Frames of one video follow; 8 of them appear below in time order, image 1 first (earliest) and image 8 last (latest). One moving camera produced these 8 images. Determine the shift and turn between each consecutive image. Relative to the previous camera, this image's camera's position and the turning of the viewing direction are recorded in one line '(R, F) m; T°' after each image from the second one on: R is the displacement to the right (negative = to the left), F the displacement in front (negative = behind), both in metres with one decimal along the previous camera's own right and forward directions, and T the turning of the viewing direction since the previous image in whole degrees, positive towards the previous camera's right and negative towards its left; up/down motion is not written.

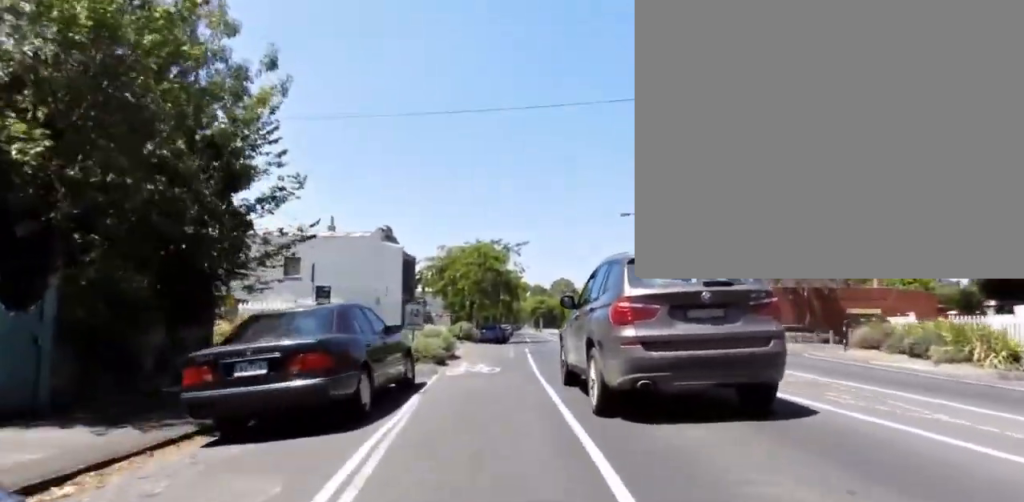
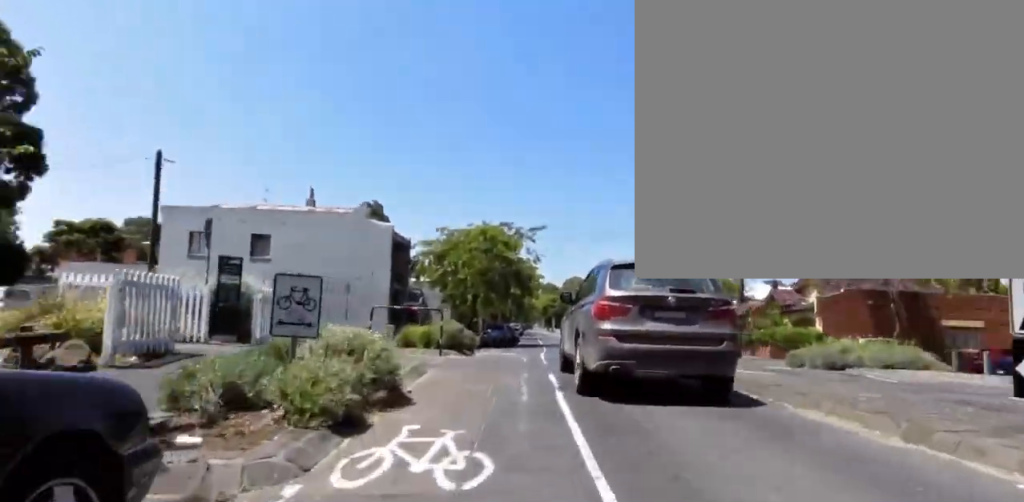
(-0.5, +8.0) m; -4°
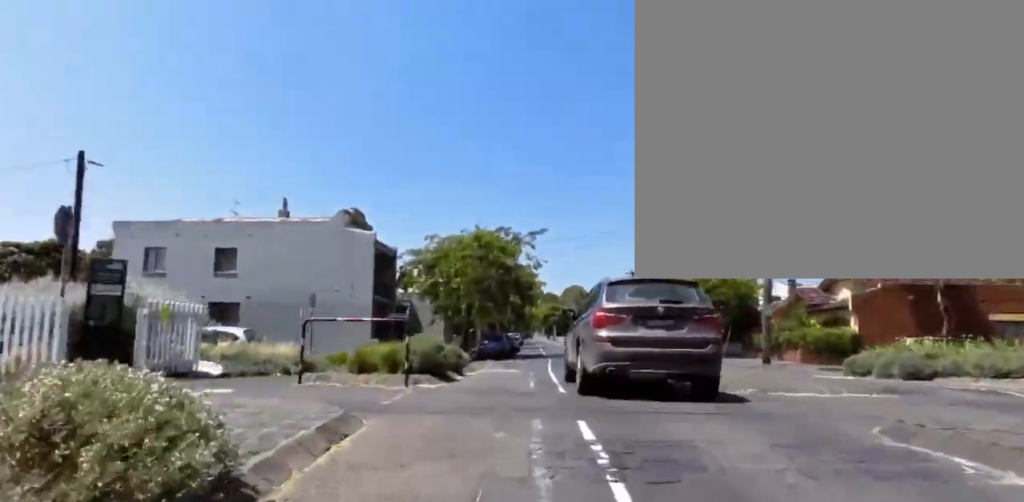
(0.0, +4.2) m; 0°
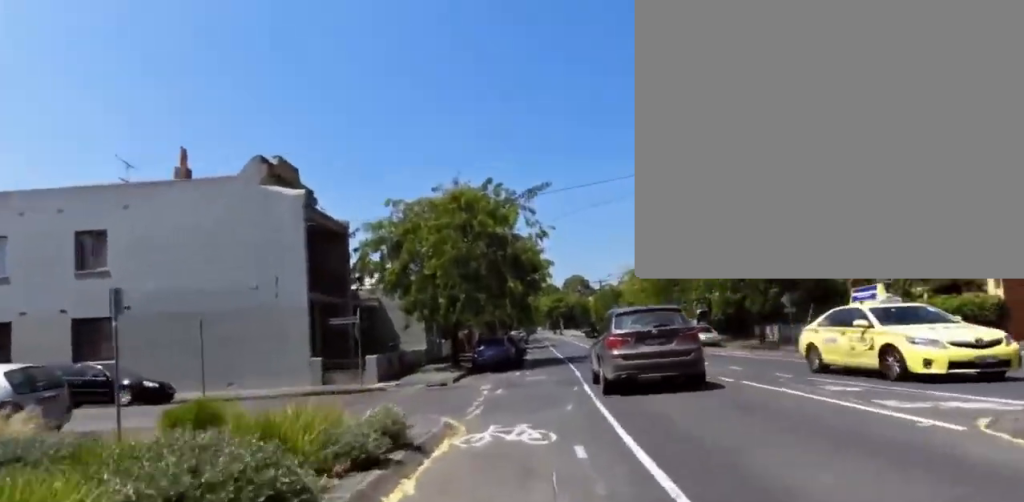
(+0.1, +10.6) m; +6°
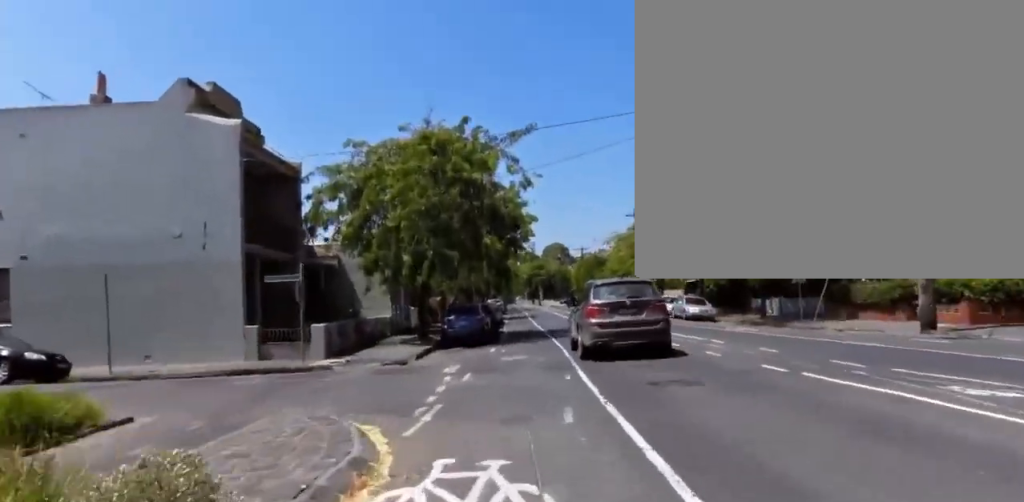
(-0.2, +3.6) m; +4°
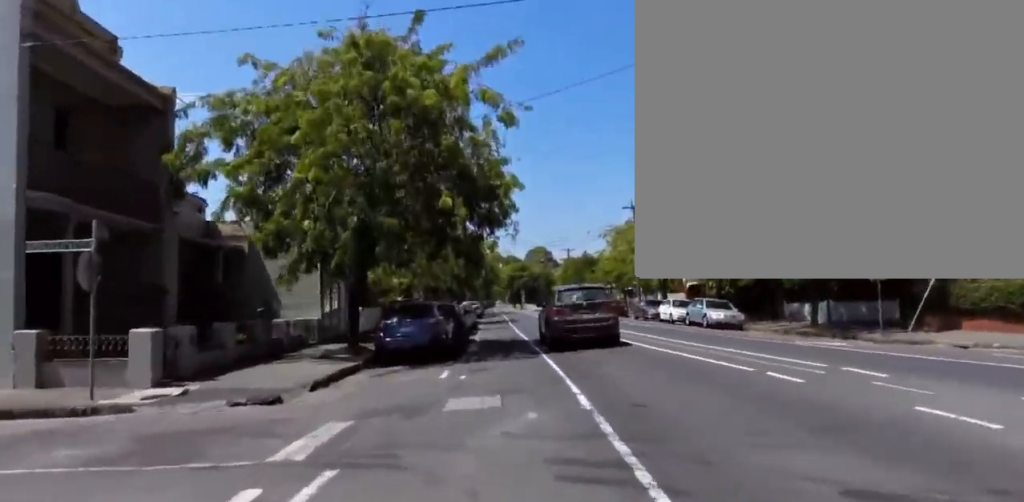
(+1.0, +7.7) m; +5°
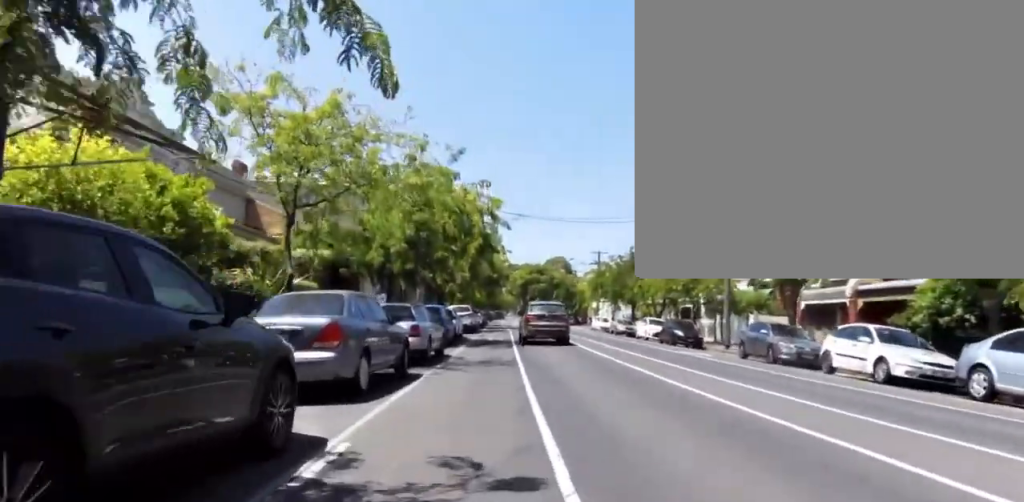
(-1.7, +19.2) m; -10°
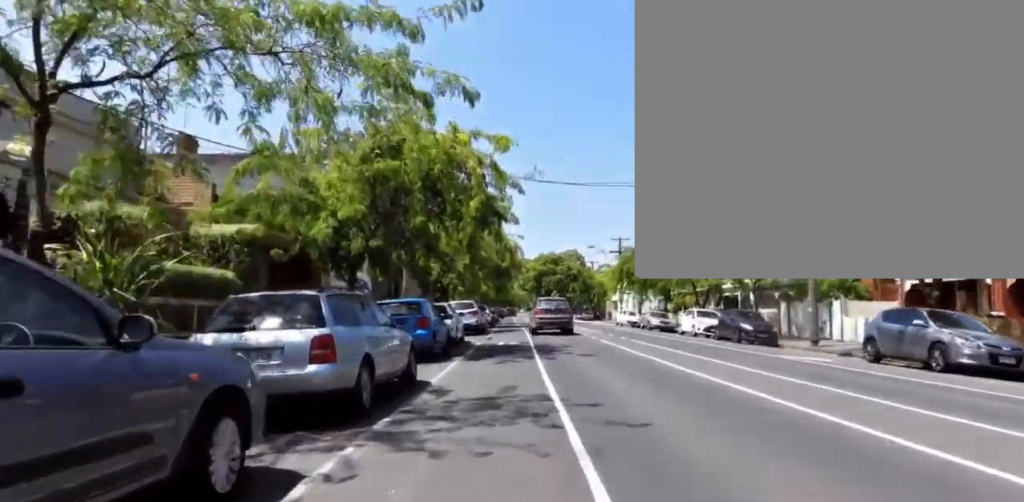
(-0.4, +7.7) m; 0°
